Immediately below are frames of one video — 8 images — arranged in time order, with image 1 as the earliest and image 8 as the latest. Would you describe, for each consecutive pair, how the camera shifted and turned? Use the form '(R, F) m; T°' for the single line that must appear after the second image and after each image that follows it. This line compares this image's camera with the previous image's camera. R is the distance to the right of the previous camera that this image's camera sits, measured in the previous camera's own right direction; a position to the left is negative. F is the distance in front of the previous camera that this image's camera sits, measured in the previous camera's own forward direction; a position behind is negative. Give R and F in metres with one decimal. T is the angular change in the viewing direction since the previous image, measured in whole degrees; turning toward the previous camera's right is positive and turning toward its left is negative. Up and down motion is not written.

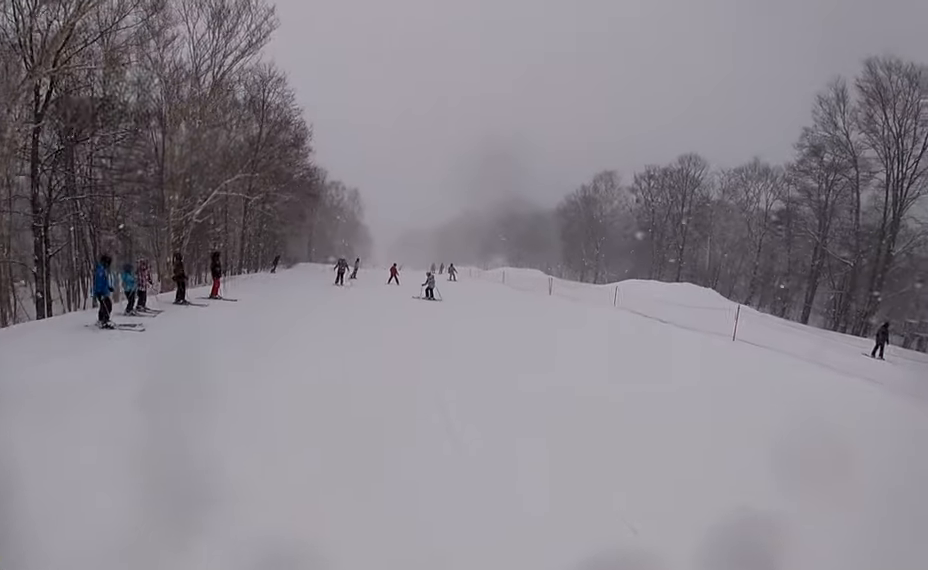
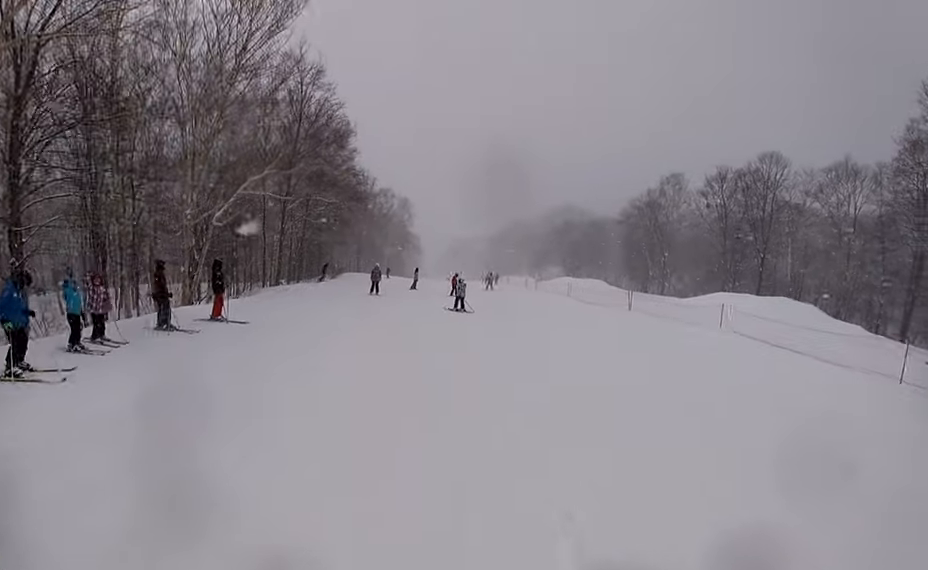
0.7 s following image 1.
(-0.5, +4.5) m; +1°
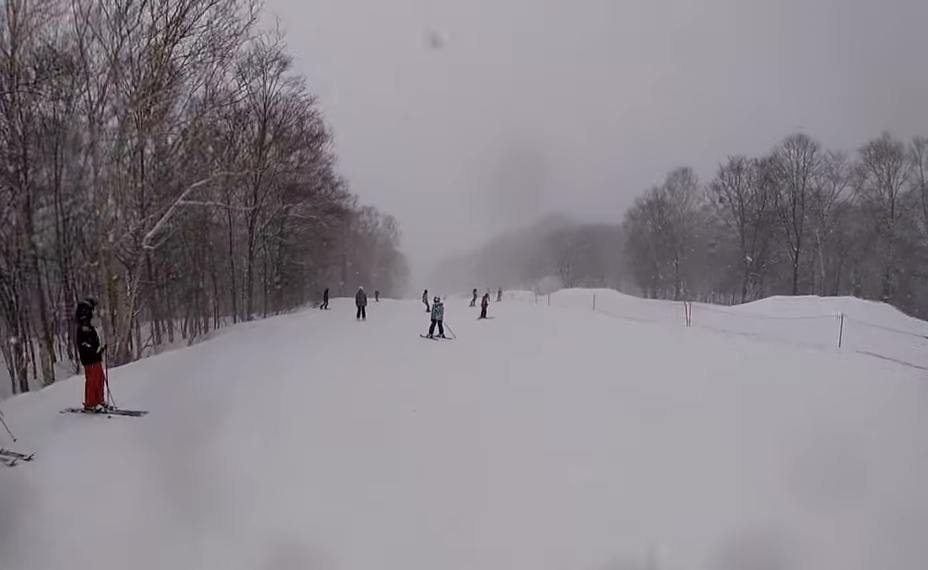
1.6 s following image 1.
(+0.8, +5.8) m; +8°
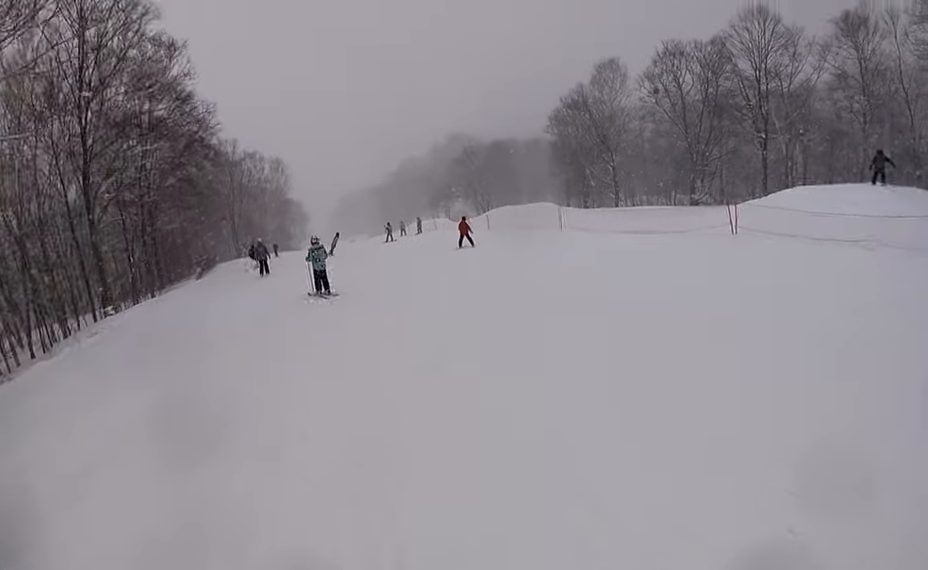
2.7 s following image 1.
(+0.2, +7.3) m; +11°
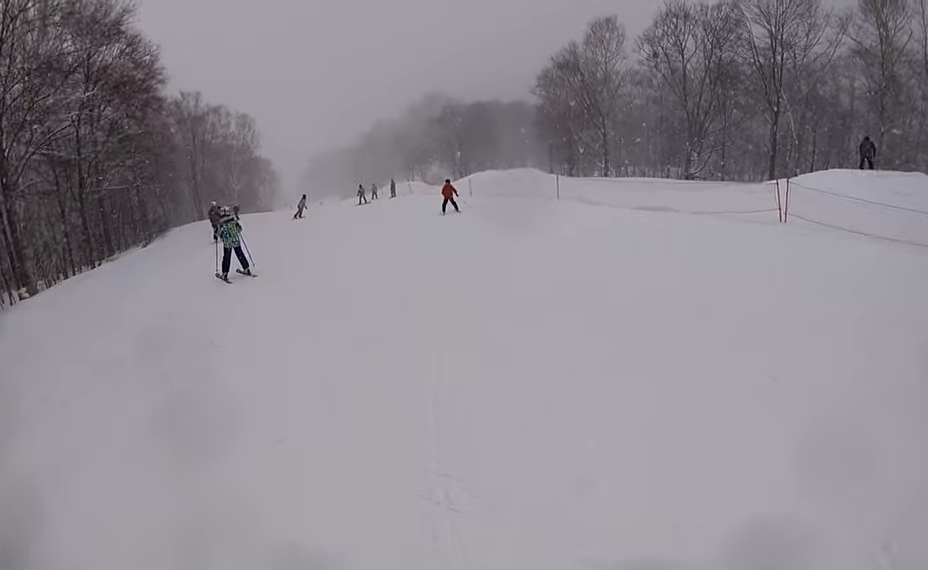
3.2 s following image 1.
(+0.6, +3.3) m; 0°
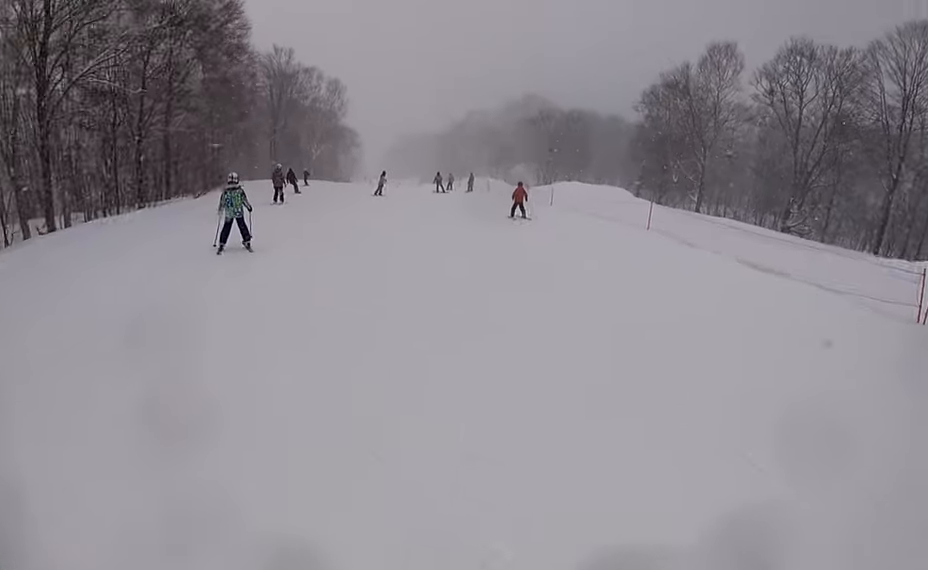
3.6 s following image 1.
(+0.5, +2.6) m; 0°
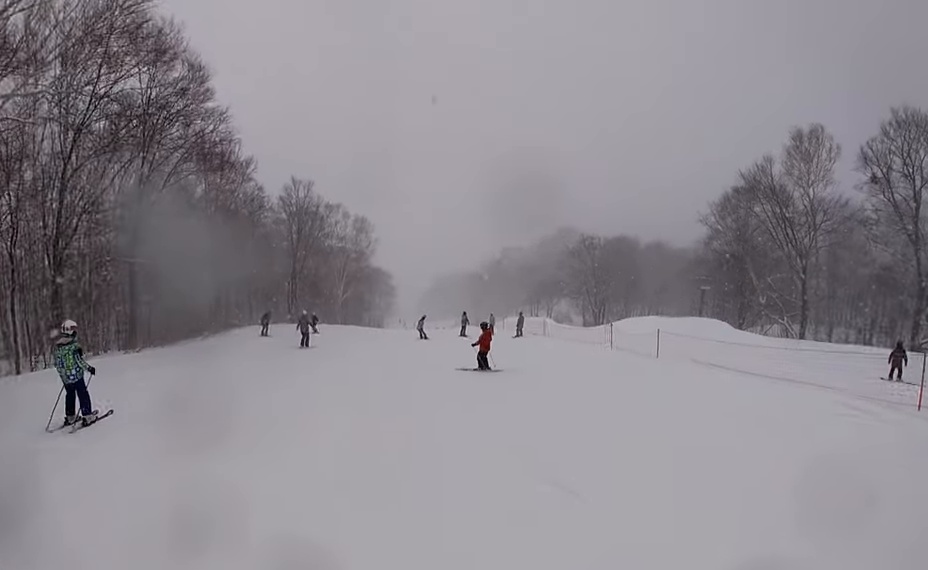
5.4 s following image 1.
(-2.0, +11.2) m; -10°
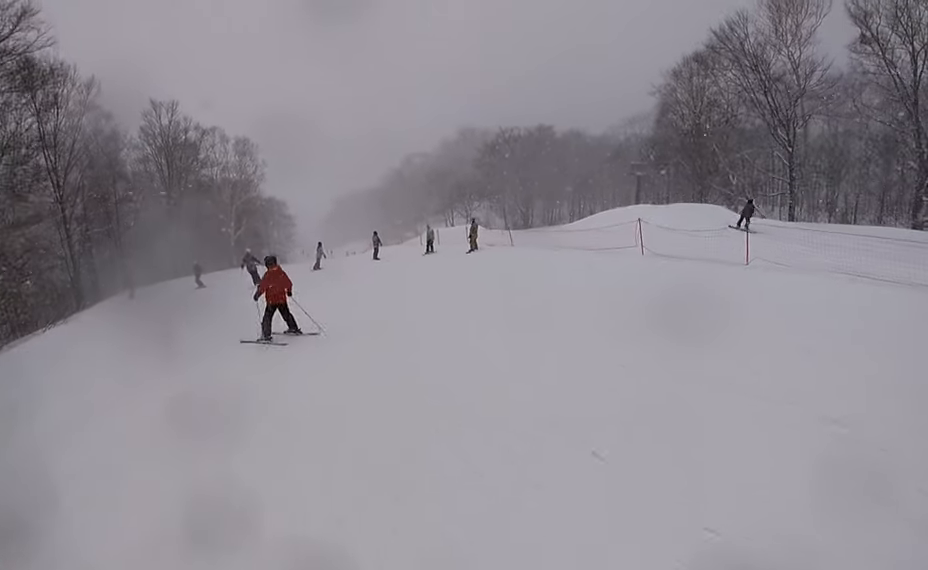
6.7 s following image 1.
(+0.1, +8.2) m; +9°
